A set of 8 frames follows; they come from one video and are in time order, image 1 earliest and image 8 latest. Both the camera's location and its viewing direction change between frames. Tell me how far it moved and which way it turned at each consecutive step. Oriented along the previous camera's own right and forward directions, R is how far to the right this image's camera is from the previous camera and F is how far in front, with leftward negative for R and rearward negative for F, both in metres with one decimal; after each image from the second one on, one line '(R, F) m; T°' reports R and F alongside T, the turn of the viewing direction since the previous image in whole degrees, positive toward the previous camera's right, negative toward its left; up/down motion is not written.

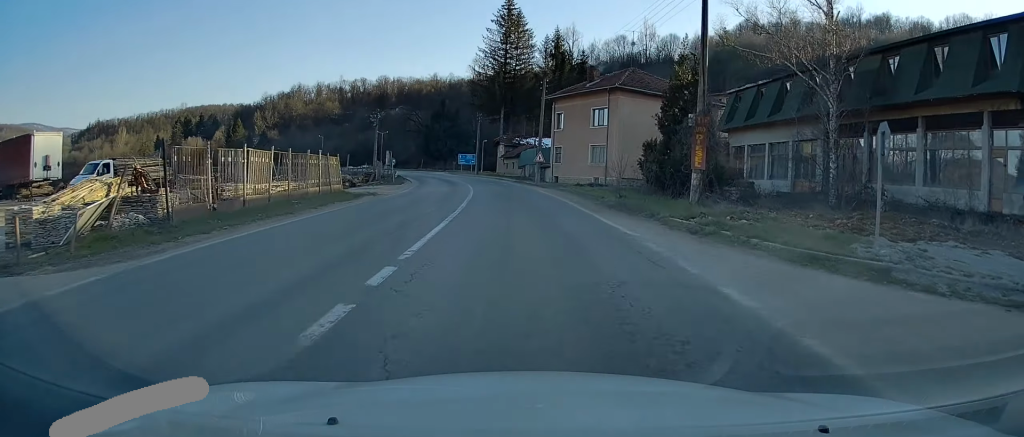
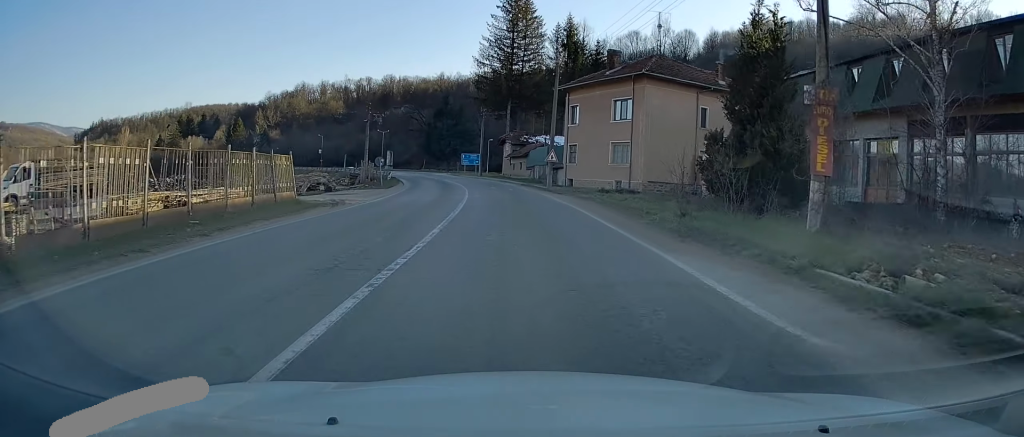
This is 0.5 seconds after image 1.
(-0.1, +7.6) m; -1°
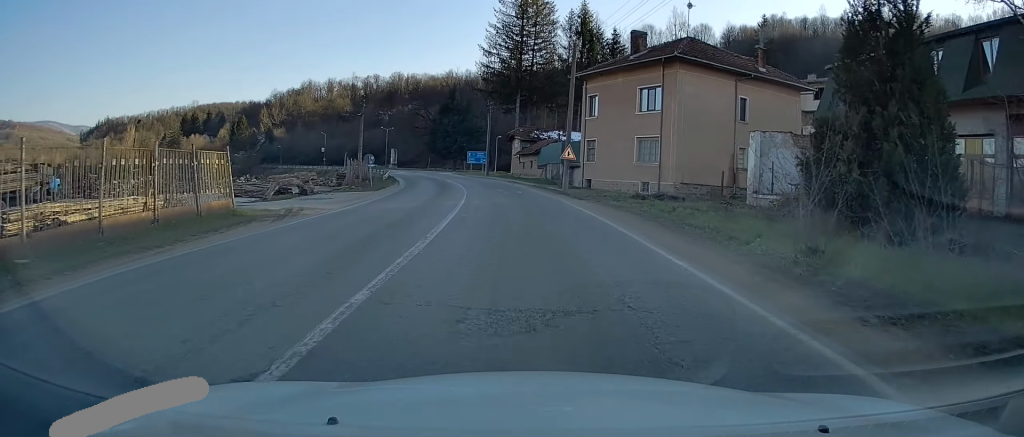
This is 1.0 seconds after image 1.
(0.0, +6.2) m; -1°
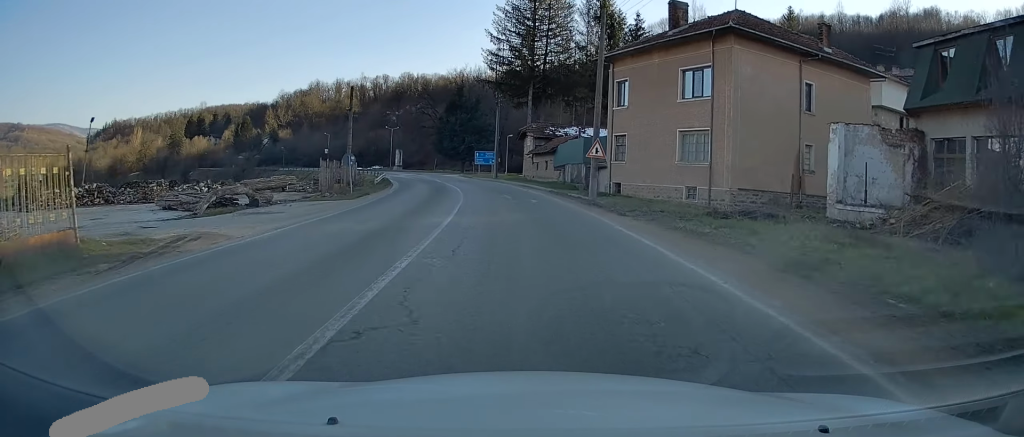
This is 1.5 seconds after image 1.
(-0.1, +7.7) m; -1°
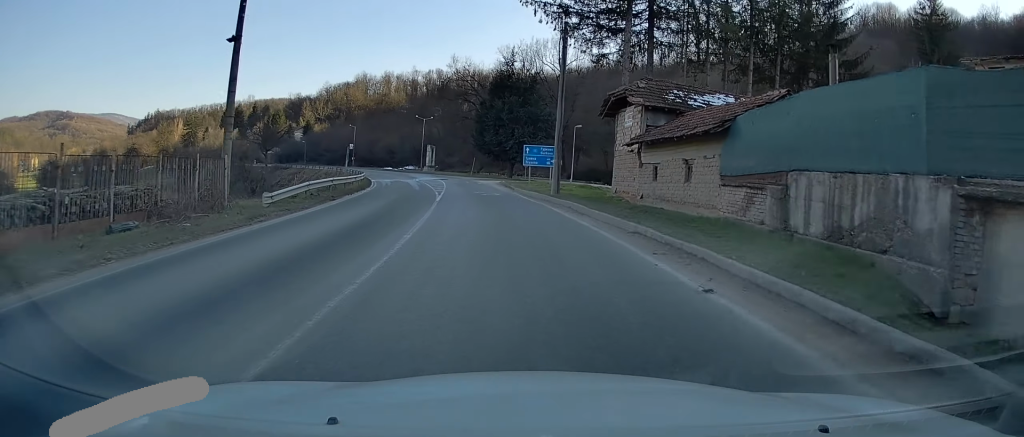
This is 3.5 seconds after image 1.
(-1.3, +28.9) m; -6°
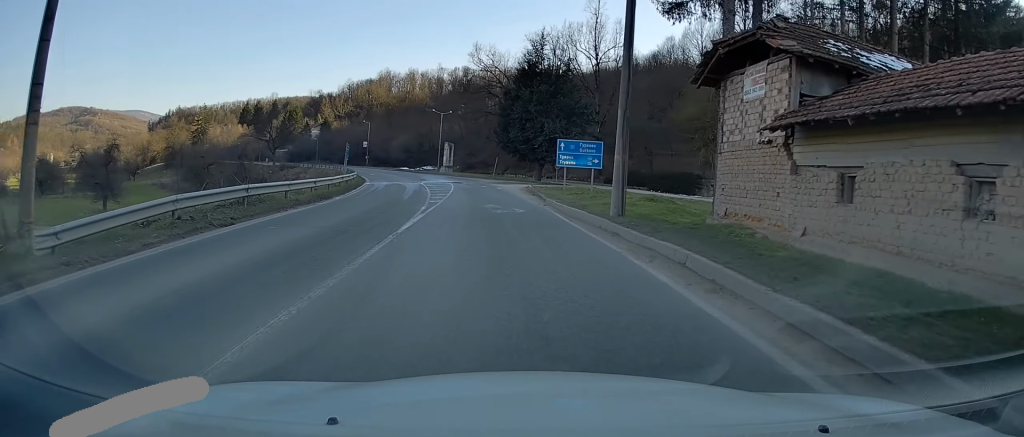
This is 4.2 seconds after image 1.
(-0.2, +11.5) m; -2°
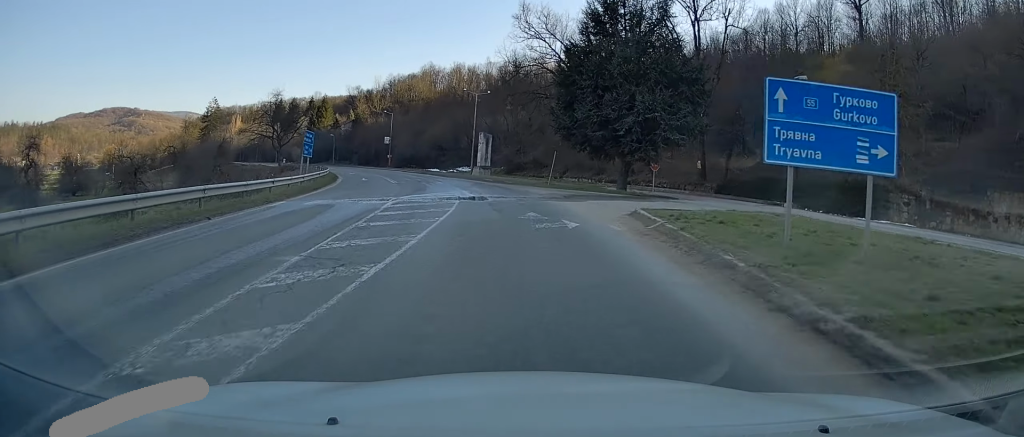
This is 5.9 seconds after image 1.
(-1.0, +25.1) m; -5°
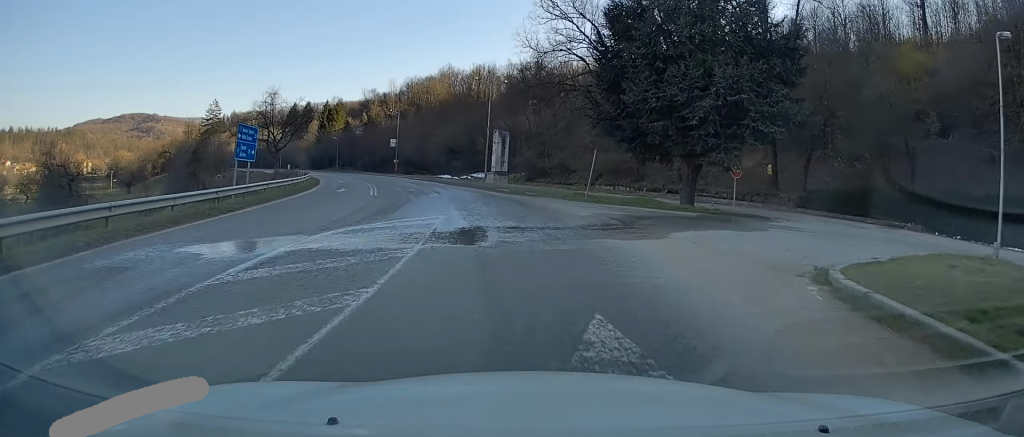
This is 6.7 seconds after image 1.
(-0.3, +11.5) m; -3°
